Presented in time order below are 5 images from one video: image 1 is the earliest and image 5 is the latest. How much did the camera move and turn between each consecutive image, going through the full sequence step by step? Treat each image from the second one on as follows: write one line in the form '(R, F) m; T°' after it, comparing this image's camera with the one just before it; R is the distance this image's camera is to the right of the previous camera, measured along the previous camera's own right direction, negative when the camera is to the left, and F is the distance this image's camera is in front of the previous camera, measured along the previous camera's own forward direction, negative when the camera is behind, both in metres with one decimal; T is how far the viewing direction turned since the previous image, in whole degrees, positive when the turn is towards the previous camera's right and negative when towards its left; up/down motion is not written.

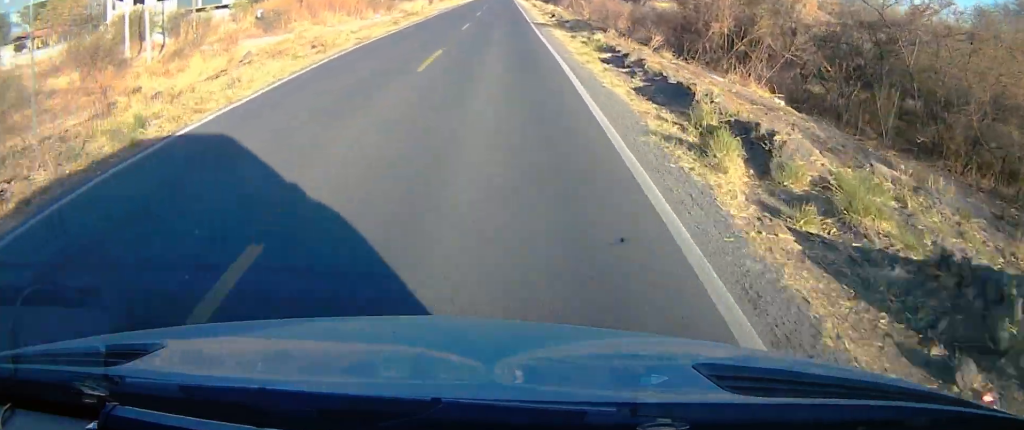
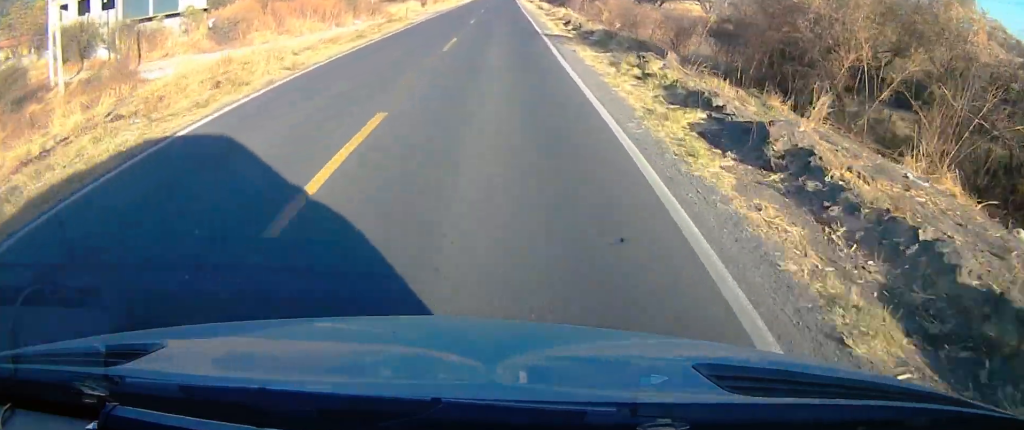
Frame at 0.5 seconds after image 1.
(+0.3, +9.7) m; +1°
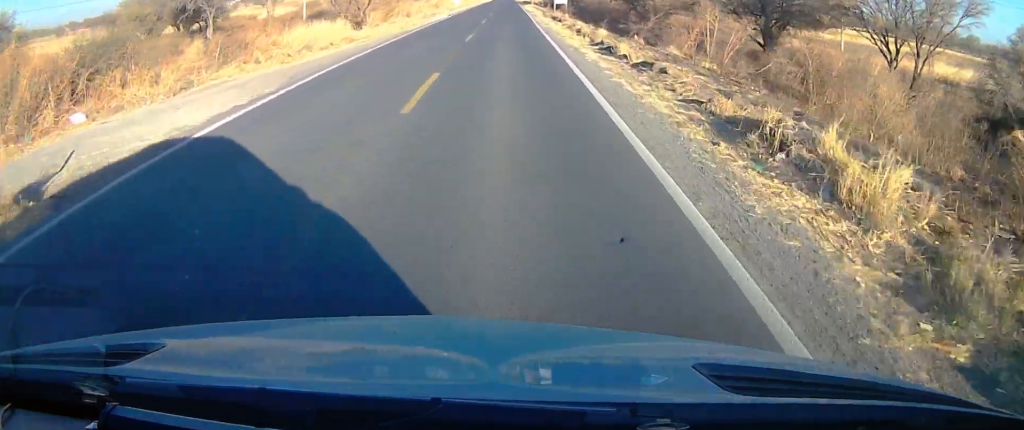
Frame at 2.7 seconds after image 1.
(-0.3, +39.8) m; -1°
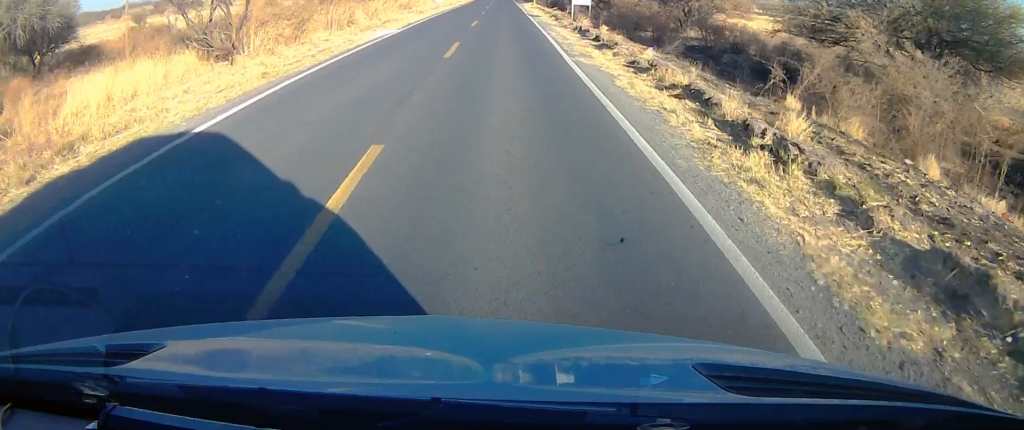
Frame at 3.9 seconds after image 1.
(+0.3, +22.6) m; +2°
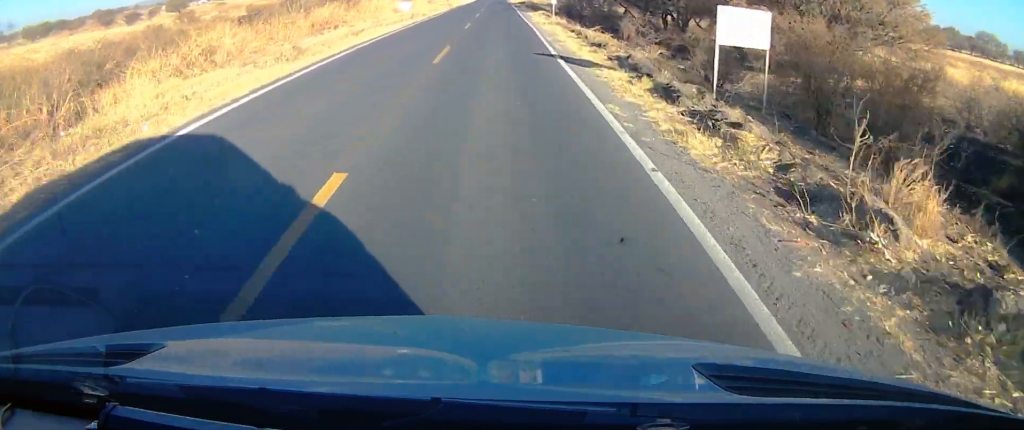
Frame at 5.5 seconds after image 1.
(+0.7, +31.1) m; +2°
